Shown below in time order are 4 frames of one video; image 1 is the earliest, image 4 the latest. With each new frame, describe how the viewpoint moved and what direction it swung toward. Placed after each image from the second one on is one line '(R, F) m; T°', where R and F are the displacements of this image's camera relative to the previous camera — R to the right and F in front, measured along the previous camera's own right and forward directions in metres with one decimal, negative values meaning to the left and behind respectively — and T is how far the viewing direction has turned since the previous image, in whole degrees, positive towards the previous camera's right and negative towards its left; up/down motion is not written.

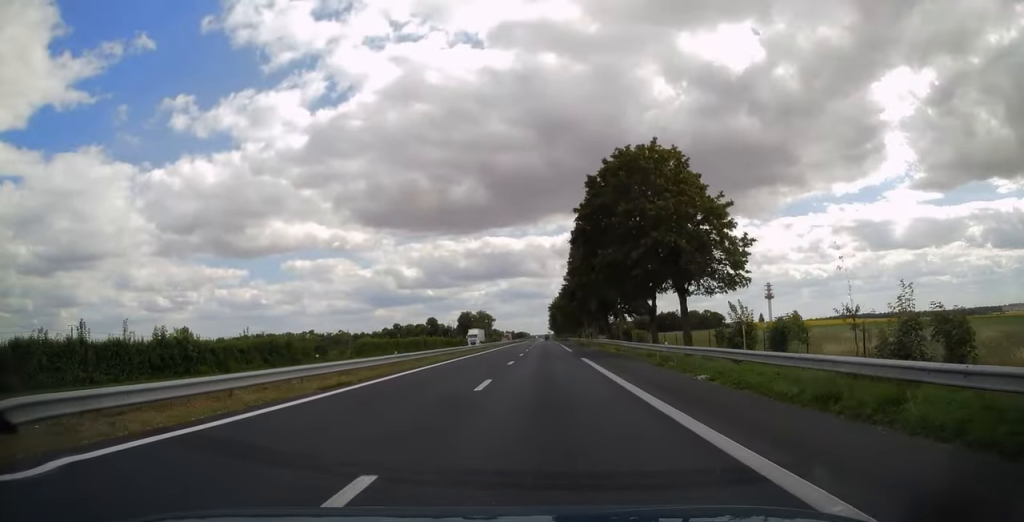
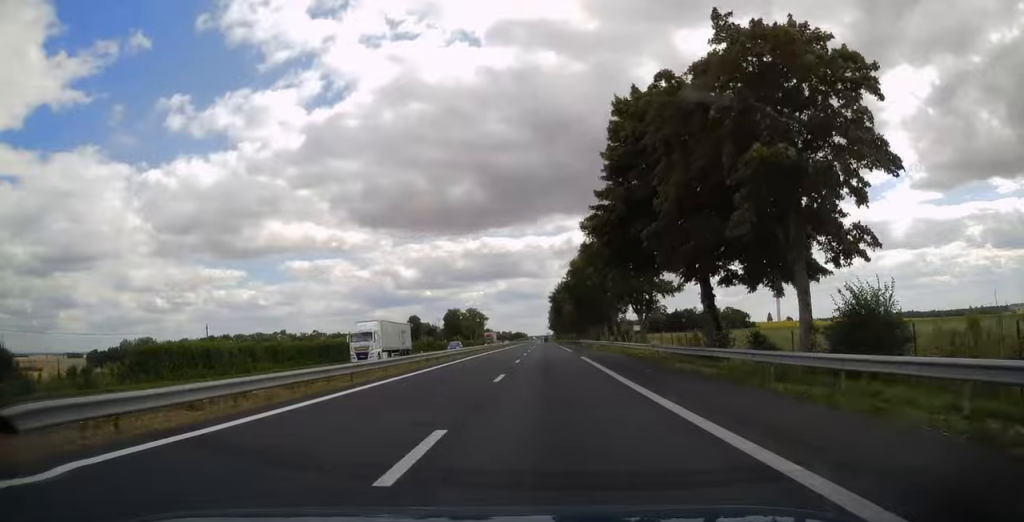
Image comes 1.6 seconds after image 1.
(+0.1, +47.4) m; 0°
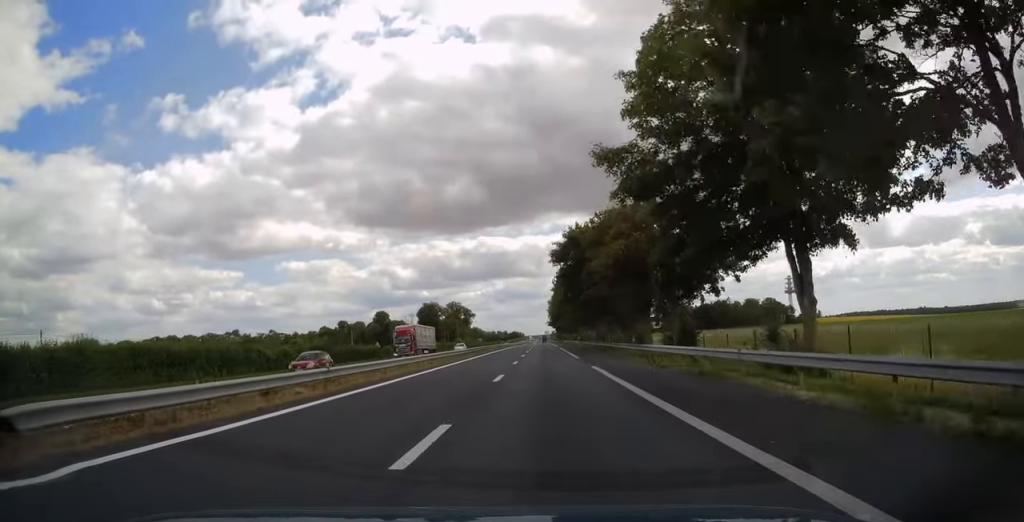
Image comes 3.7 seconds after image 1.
(-0.1, +62.1) m; 0°
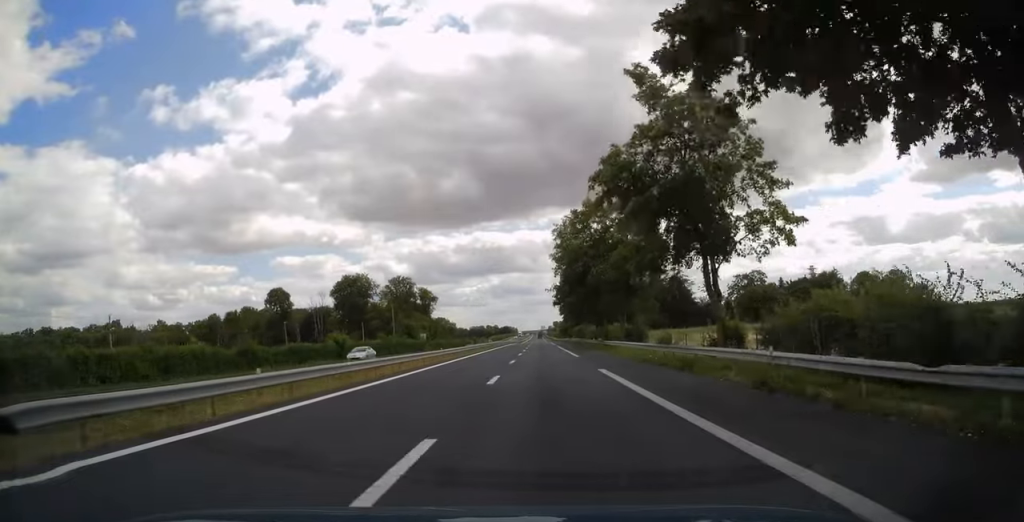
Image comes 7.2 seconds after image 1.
(+0.4, +102.6) m; 0°
